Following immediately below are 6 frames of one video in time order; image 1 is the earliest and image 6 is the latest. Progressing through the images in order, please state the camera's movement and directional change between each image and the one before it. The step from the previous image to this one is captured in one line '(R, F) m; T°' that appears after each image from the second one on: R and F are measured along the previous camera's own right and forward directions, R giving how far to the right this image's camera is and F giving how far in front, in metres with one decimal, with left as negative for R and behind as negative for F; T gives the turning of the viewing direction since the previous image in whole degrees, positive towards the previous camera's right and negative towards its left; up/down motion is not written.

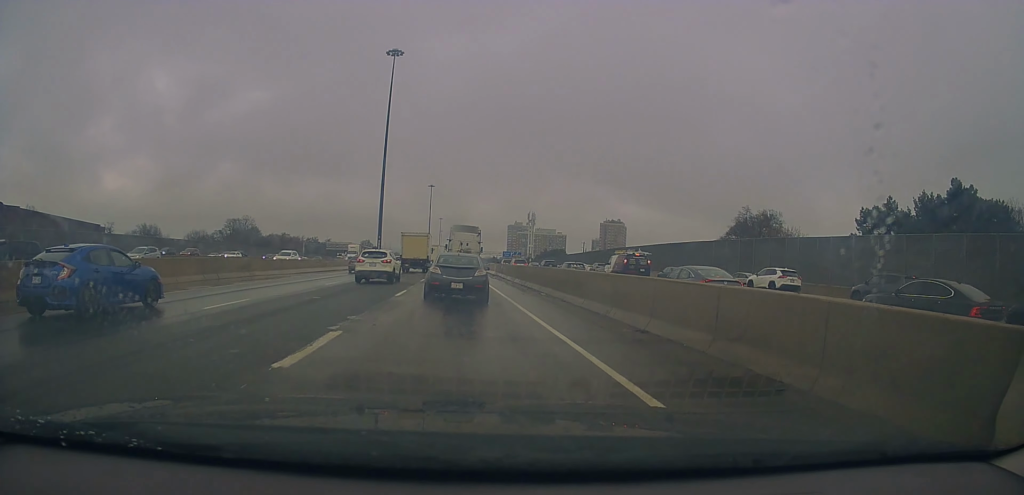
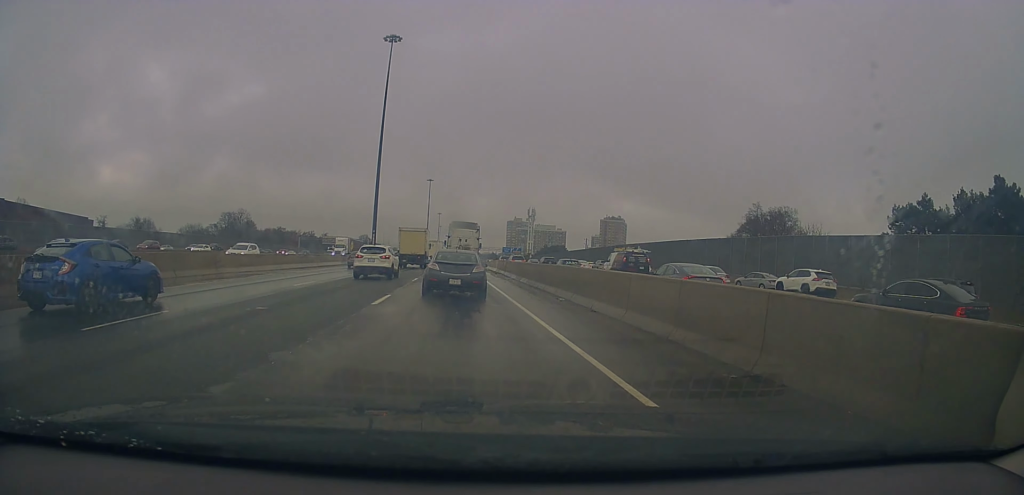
(0.0, +4.9) m; +1°
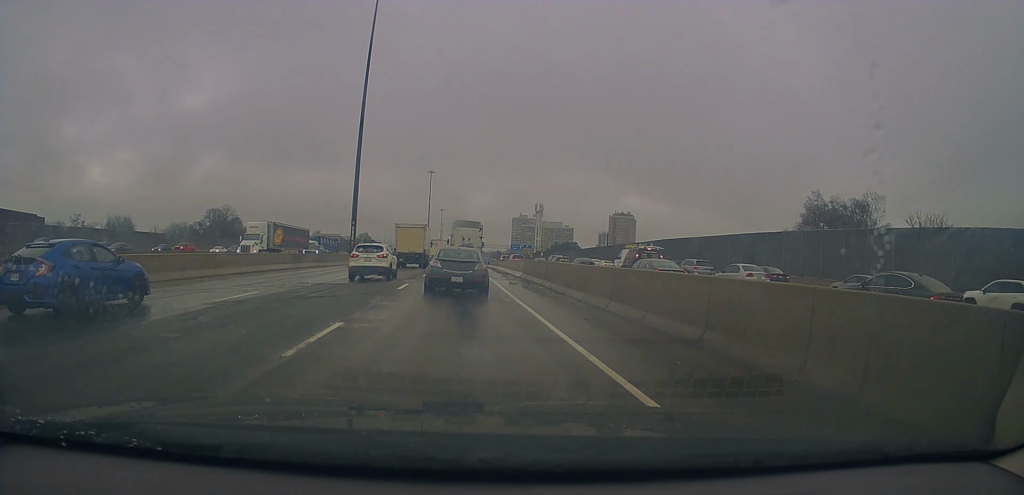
(+0.7, +19.2) m; +1°
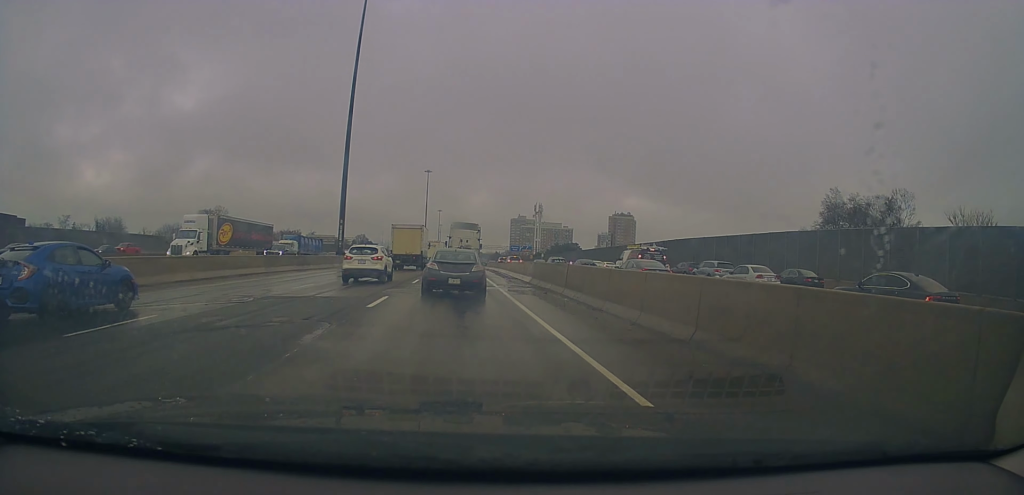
(-0.4, +5.8) m; -1°
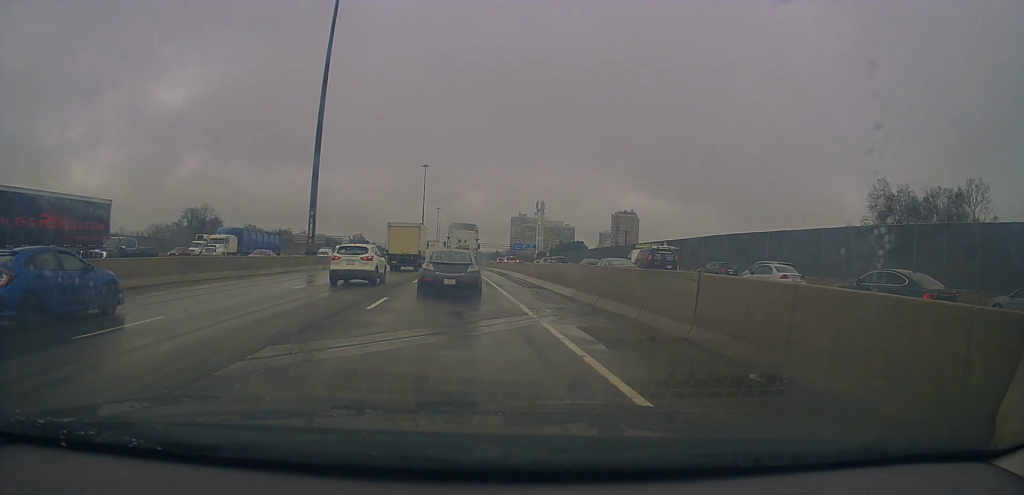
(+0.1, +12.4) m; +1°
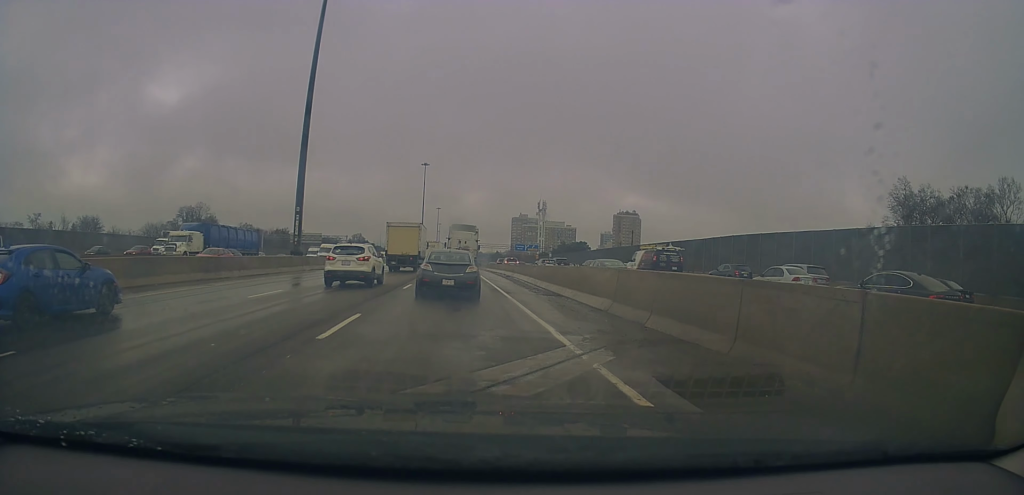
(0.0, +4.4) m; 0°
